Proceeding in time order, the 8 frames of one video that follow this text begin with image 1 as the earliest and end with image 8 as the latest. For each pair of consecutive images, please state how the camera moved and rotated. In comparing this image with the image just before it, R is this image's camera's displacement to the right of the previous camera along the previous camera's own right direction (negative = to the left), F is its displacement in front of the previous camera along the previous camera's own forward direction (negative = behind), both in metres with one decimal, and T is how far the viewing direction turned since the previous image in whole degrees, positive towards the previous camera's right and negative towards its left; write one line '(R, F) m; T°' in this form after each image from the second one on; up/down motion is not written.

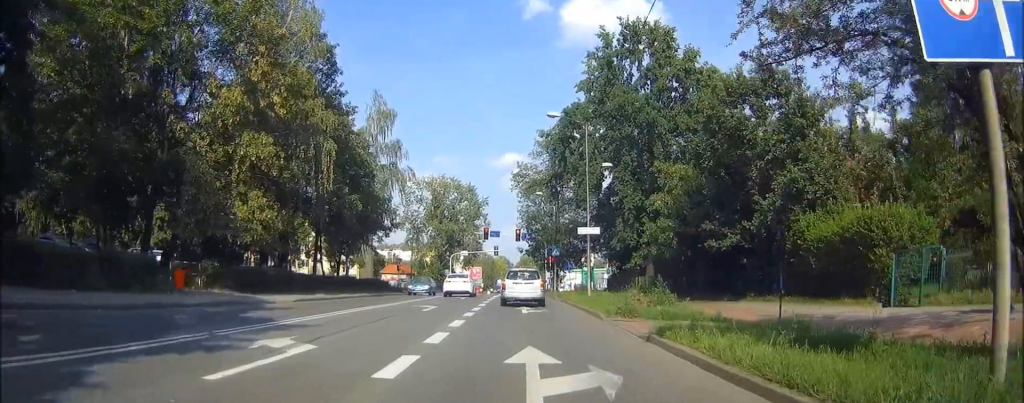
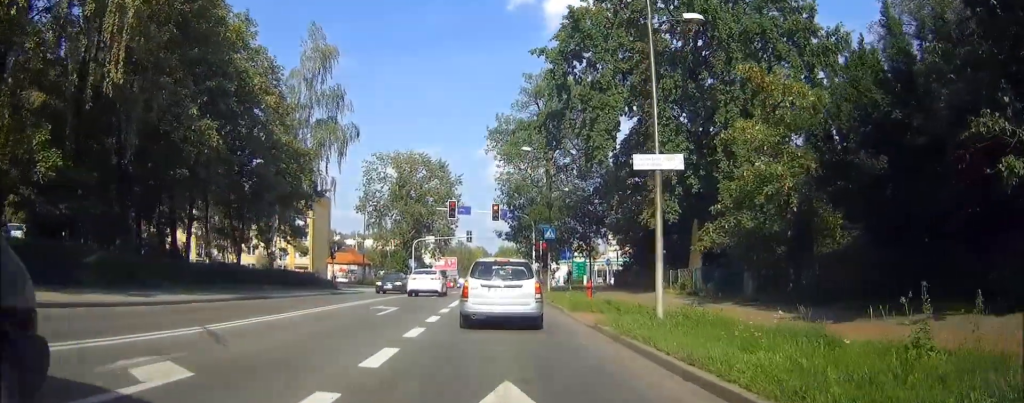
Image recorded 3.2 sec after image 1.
(0.0, +17.1) m; +1°
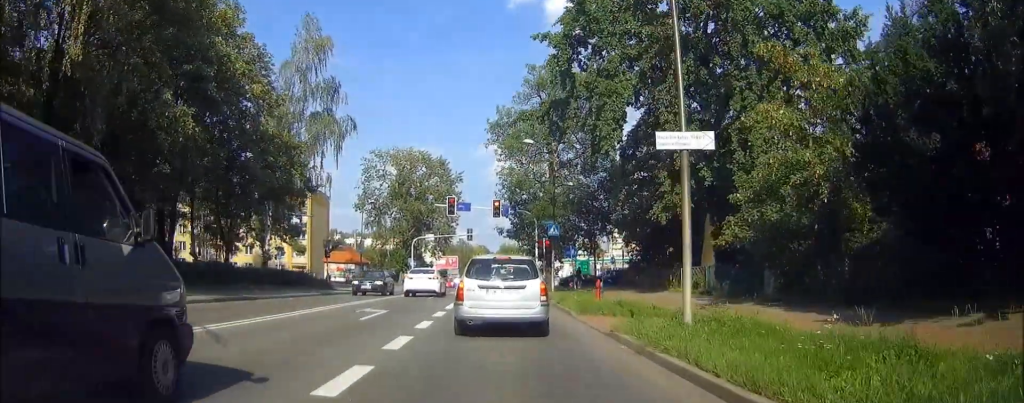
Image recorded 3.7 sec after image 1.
(0.0, +1.8) m; +1°
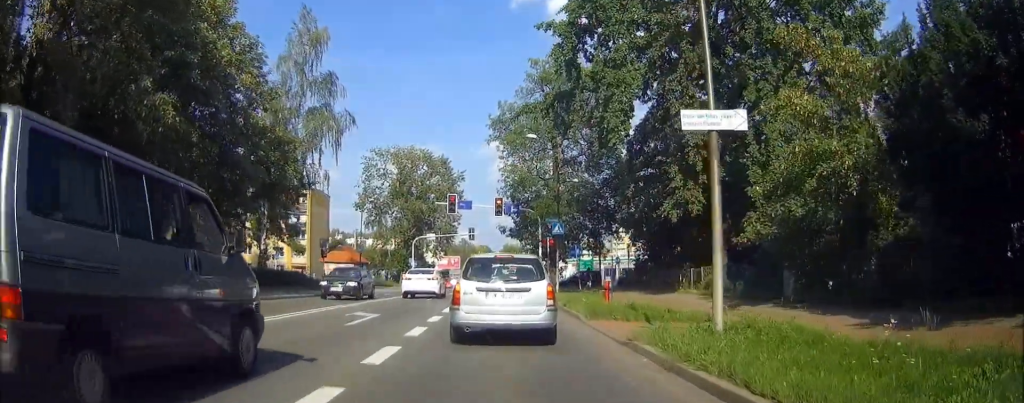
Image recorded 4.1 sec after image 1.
(+0.1, +1.2) m; +2°
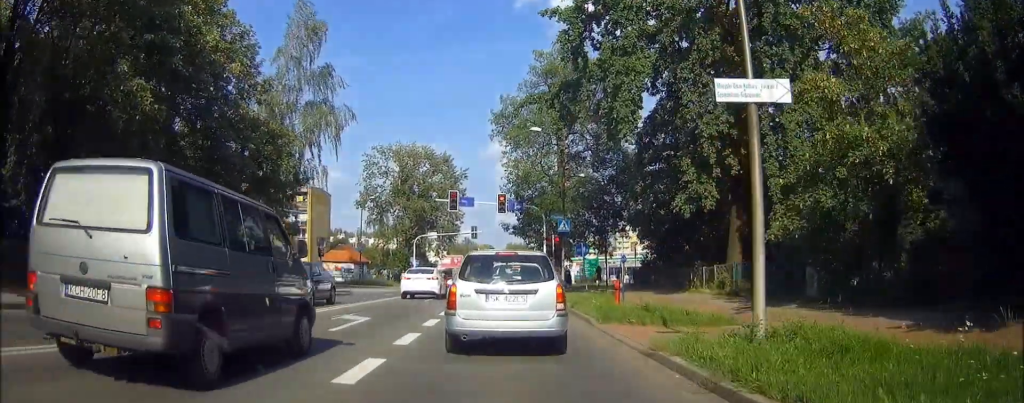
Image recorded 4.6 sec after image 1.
(0.0, +1.3) m; +2°
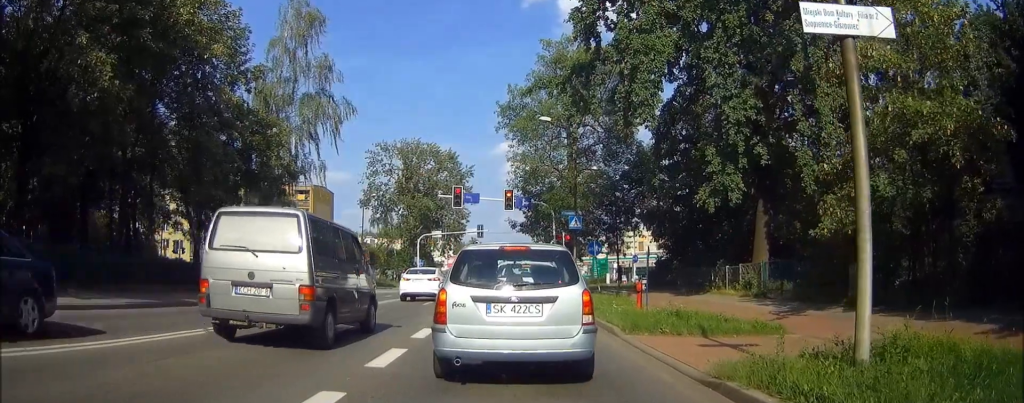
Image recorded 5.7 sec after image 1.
(0.0, +2.0) m; +1°
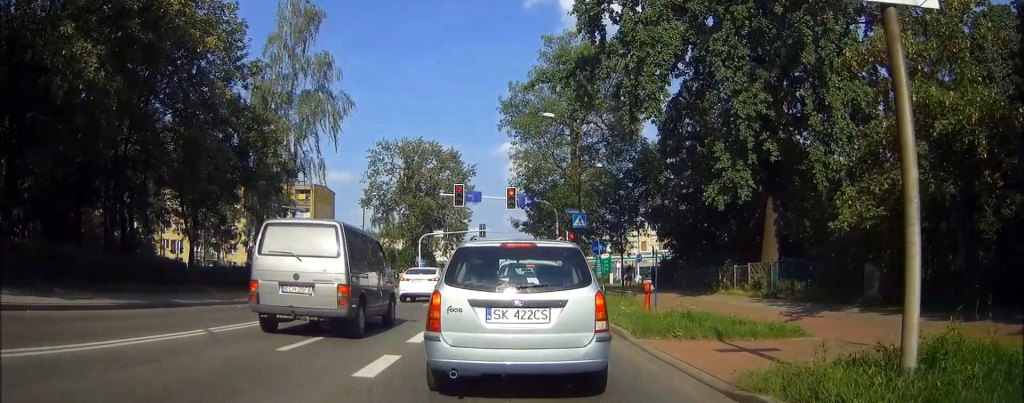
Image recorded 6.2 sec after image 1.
(0.0, +0.6) m; 0°
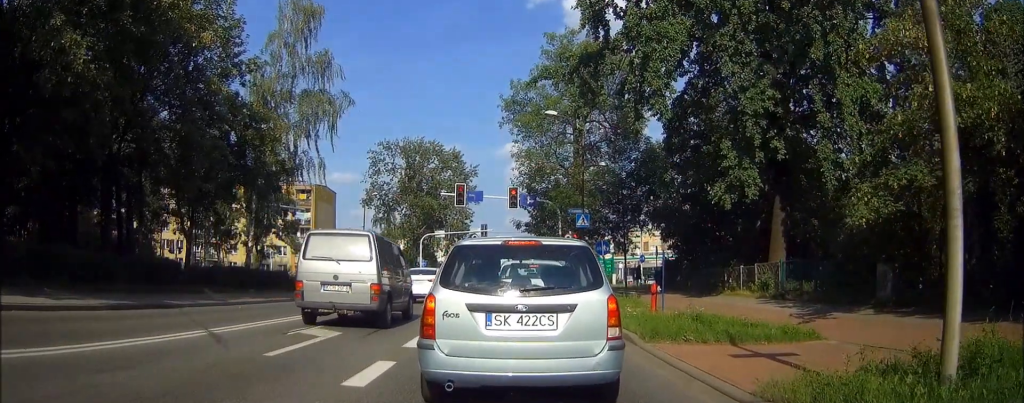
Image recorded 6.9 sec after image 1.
(0.0, +0.7) m; 0°
